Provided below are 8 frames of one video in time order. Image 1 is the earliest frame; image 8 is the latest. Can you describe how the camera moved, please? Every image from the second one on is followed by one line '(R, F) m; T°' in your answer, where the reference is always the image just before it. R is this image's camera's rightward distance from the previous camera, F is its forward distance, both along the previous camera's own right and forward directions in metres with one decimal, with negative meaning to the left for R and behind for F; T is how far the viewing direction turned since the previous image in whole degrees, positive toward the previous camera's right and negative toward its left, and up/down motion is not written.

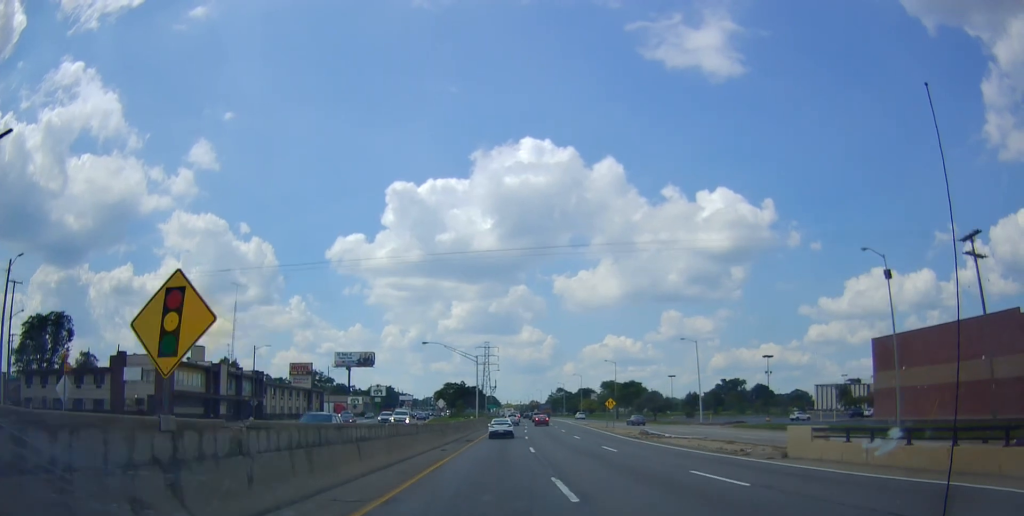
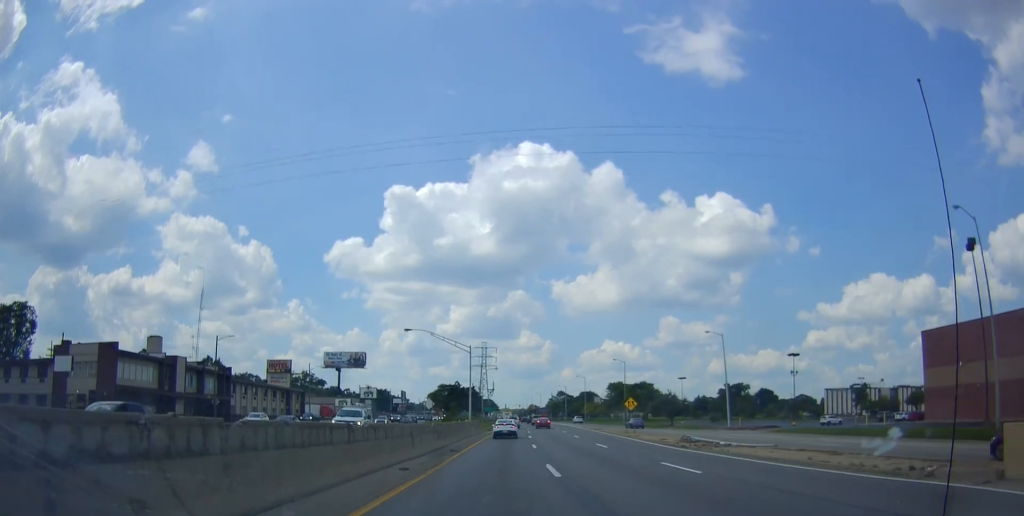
(-0.1, +11.6) m; 0°
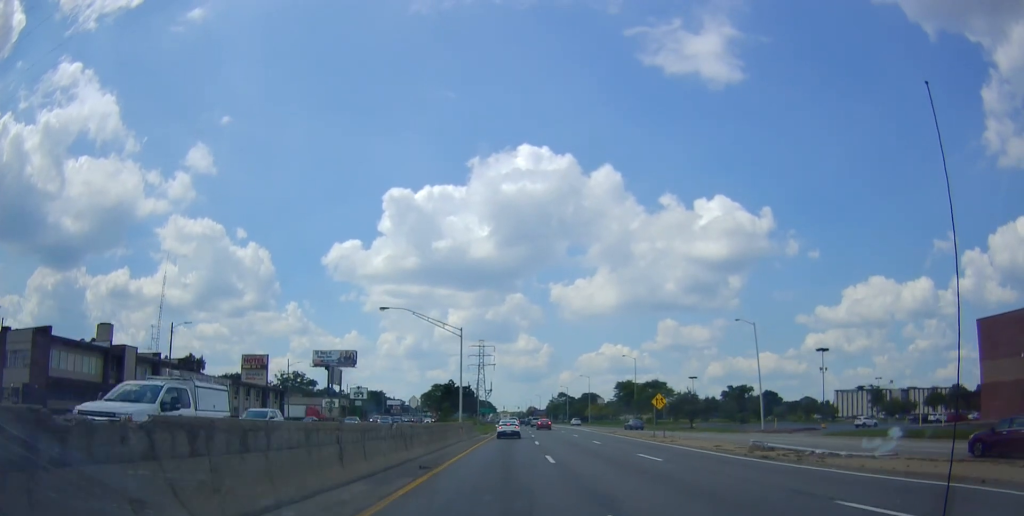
(-0.1, +10.8) m; +1°
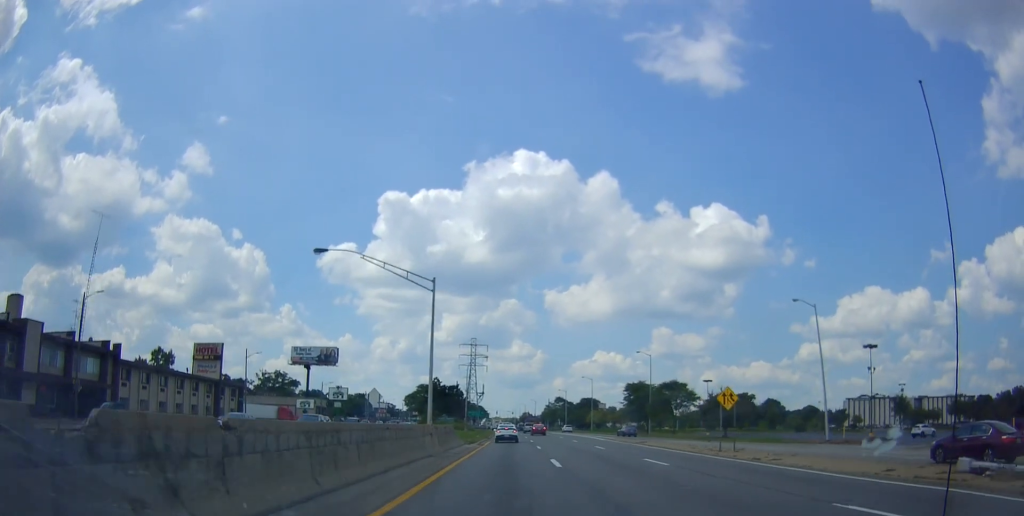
(+0.5, +15.3) m; +2°
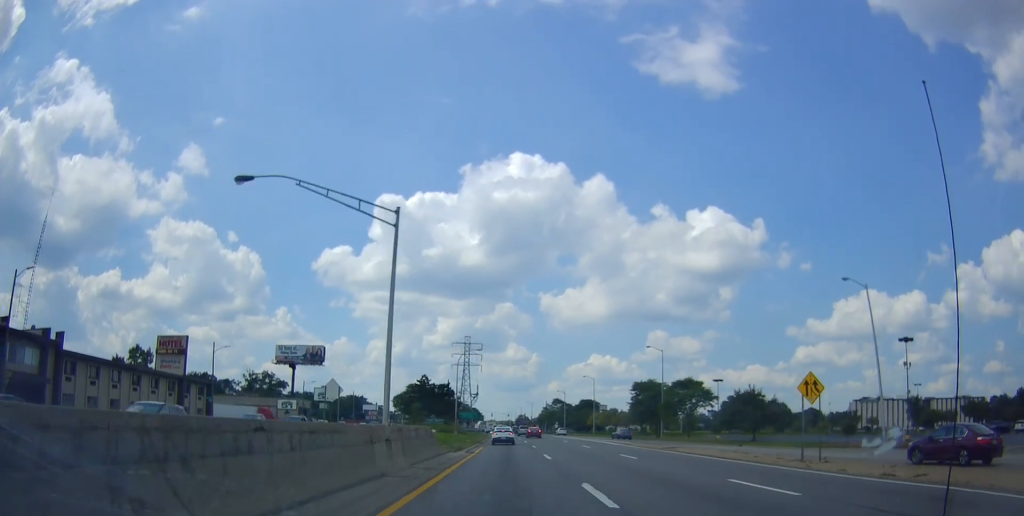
(0.0, +9.3) m; 0°
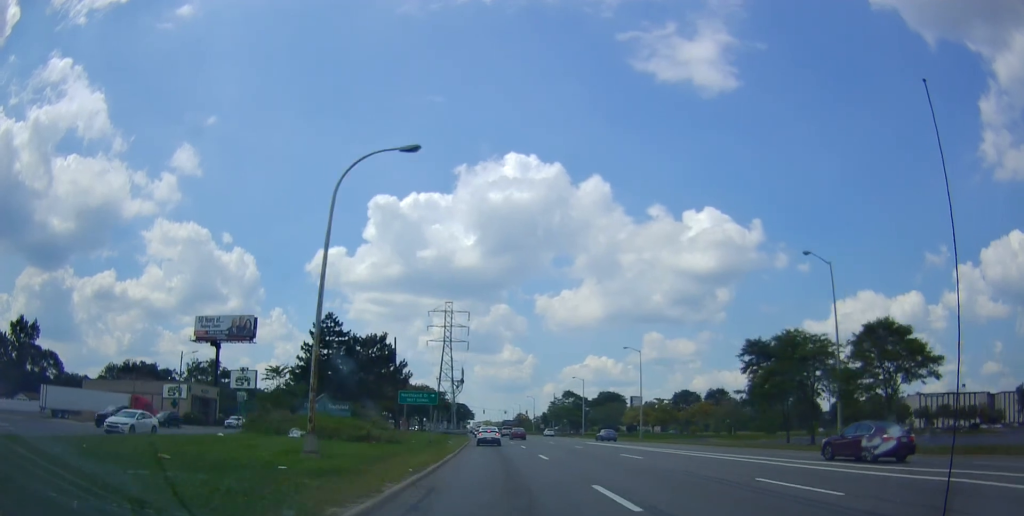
(+1.2, +46.0) m; +3°
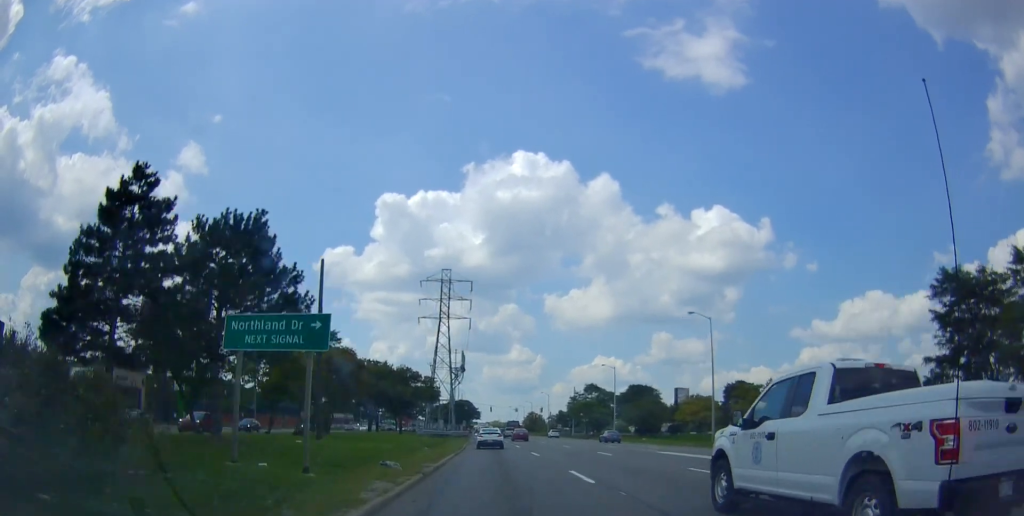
(-0.5, +24.8) m; -2°
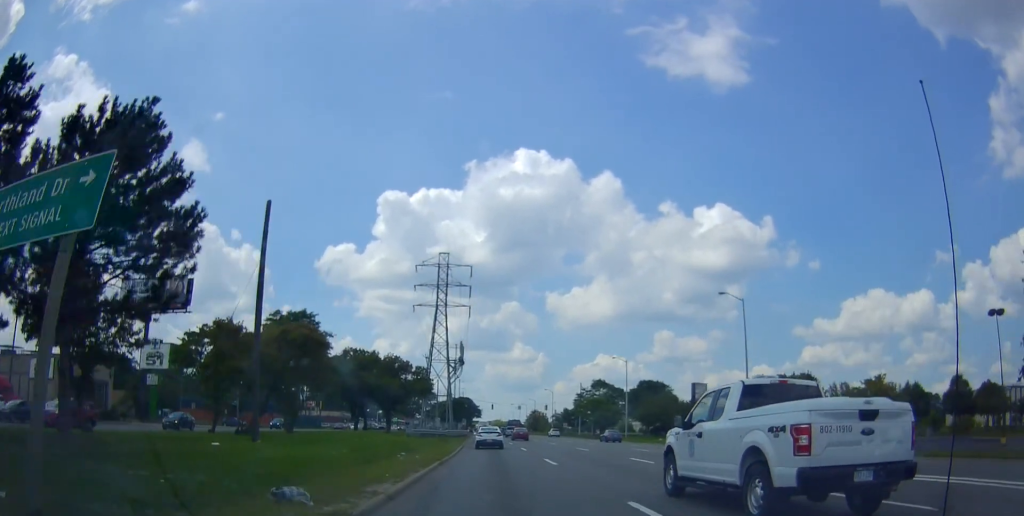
(-0.1, +7.7) m; -1°
